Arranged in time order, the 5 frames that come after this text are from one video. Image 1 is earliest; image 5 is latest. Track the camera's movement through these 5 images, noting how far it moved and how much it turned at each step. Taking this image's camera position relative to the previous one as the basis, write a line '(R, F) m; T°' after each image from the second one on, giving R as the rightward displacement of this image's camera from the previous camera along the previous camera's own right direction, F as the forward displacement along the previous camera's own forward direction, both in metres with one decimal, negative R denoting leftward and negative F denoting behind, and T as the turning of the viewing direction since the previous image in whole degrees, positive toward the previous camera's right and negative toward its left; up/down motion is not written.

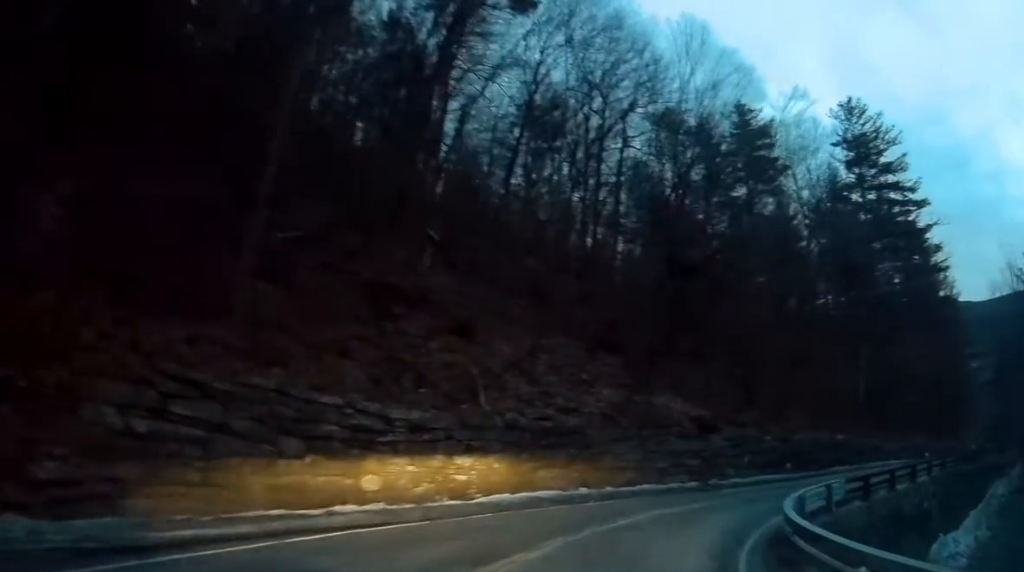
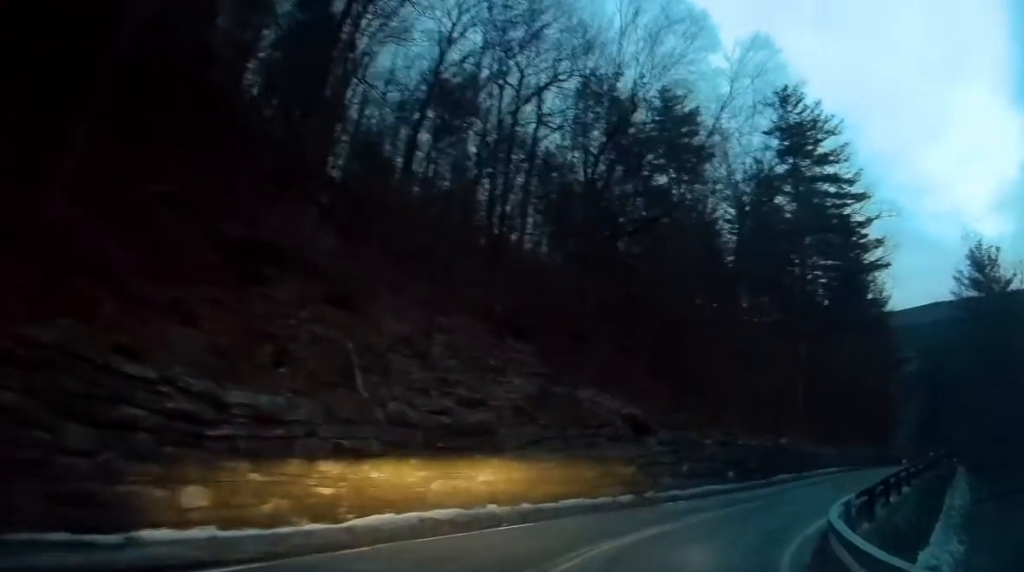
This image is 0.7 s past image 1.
(+0.8, +4.4) m; +14°
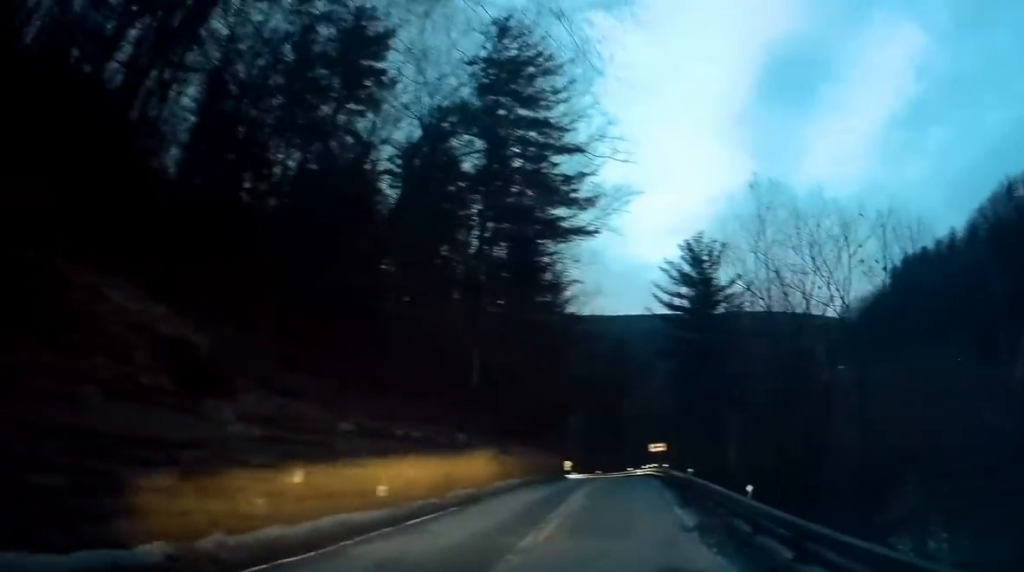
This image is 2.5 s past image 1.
(+3.6, +12.1) m; +28°
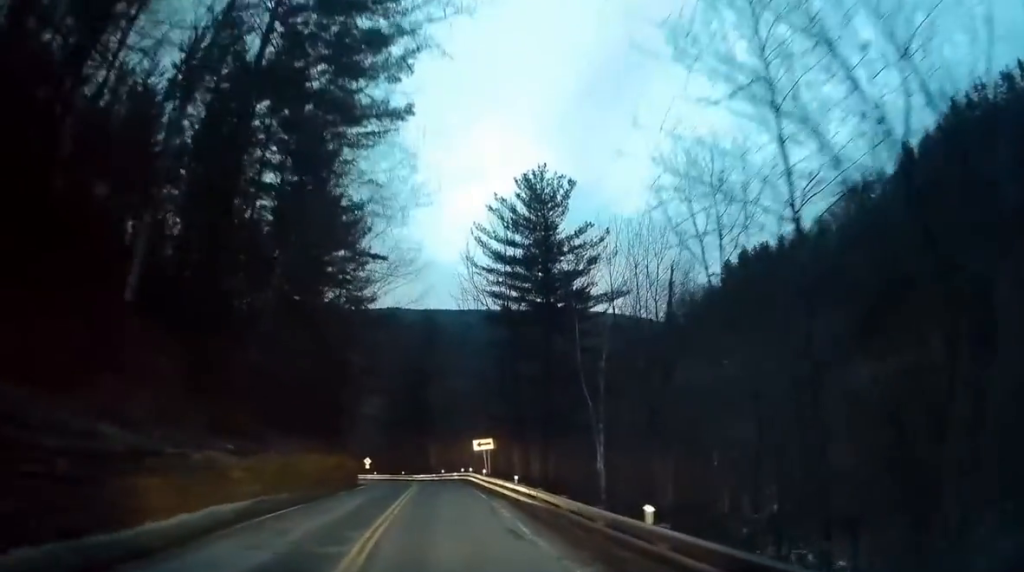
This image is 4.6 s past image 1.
(+3.1, +16.5) m; +14°
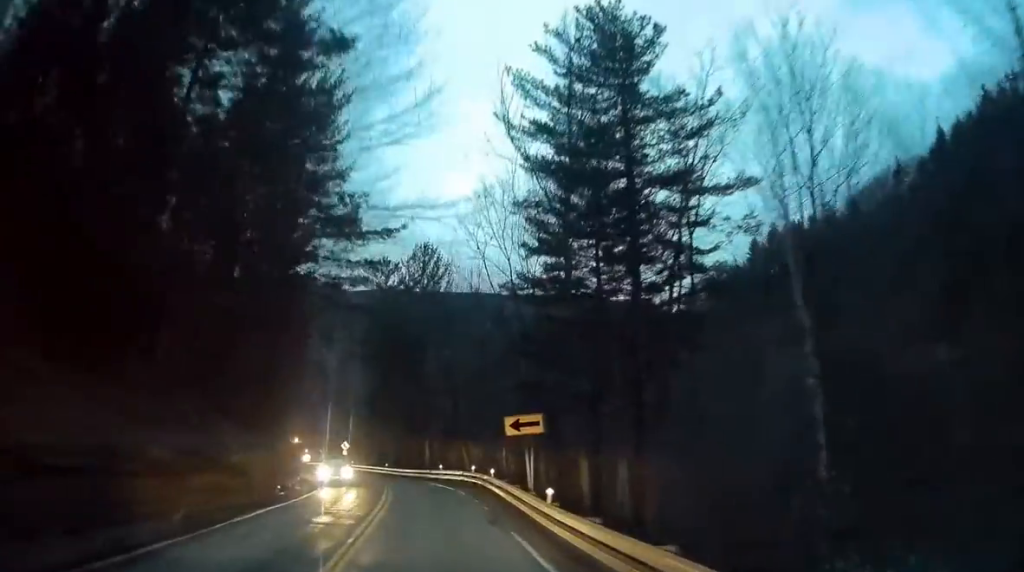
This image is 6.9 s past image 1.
(0.0, +20.2) m; +2°
